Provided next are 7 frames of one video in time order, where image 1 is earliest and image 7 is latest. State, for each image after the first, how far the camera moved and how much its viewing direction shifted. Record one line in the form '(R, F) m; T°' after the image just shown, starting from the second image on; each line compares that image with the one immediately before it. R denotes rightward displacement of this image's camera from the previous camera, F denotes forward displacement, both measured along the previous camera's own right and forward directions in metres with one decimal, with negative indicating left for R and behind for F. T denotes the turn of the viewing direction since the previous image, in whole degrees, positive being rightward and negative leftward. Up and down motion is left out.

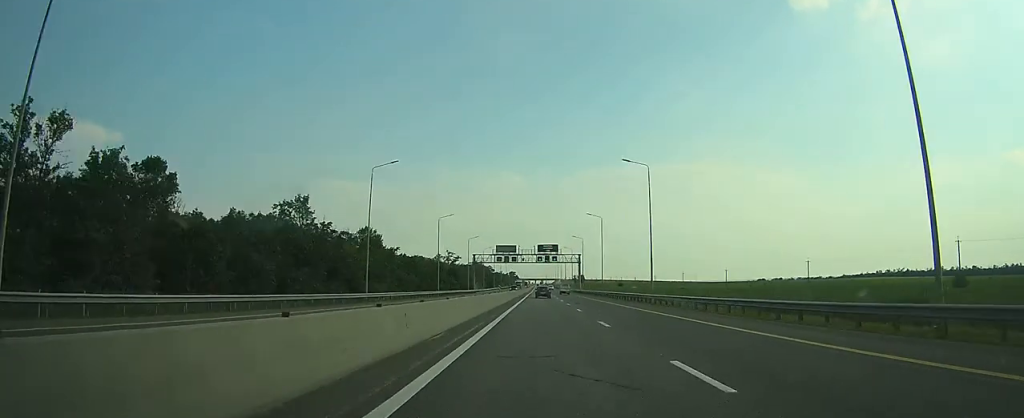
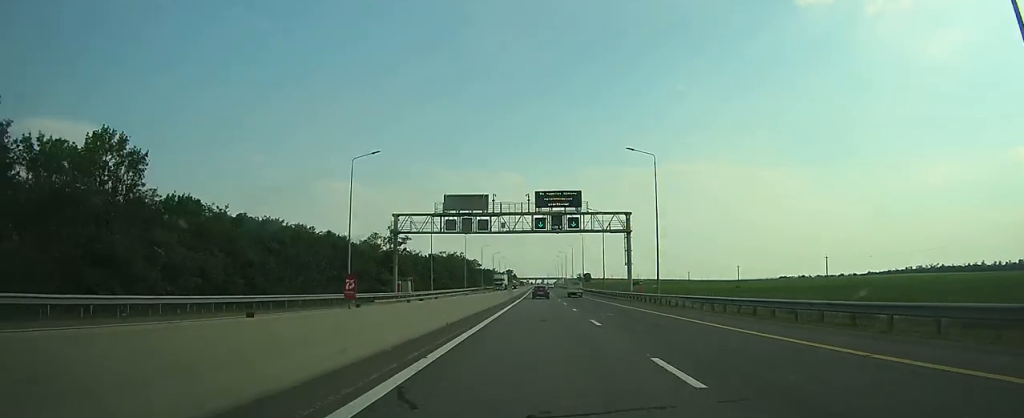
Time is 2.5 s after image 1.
(+0.3, +83.5) m; 0°
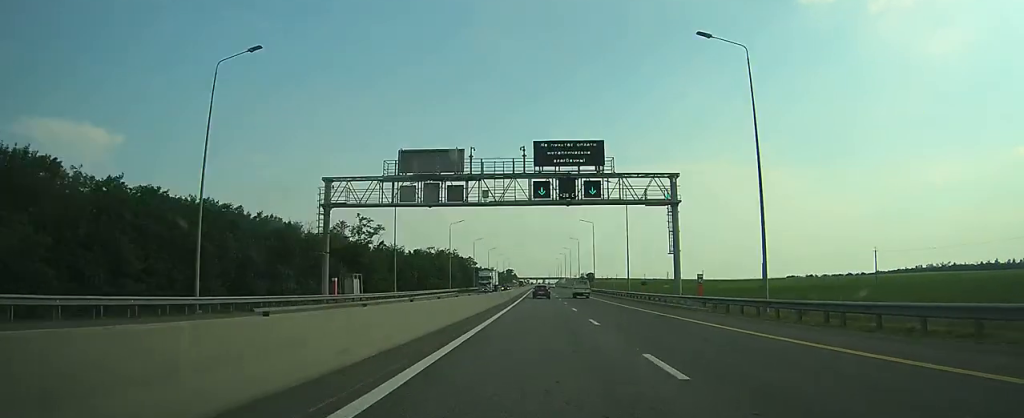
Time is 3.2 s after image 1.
(0.0, +23.3) m; 0°
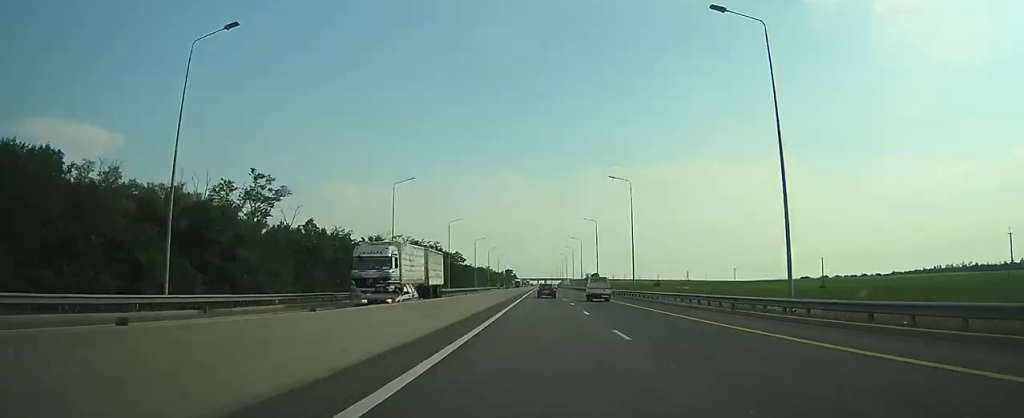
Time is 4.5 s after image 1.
(-0.1, +42.3) m; 0°
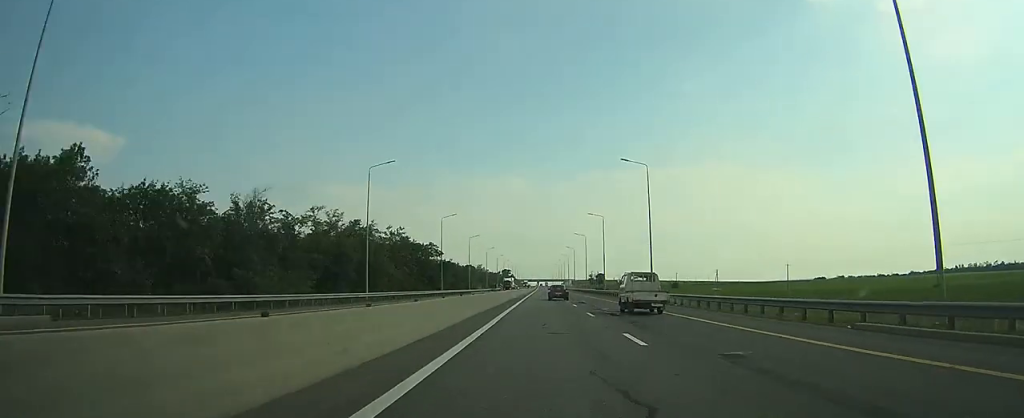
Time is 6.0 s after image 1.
(0.0, +49.3) m; 0°
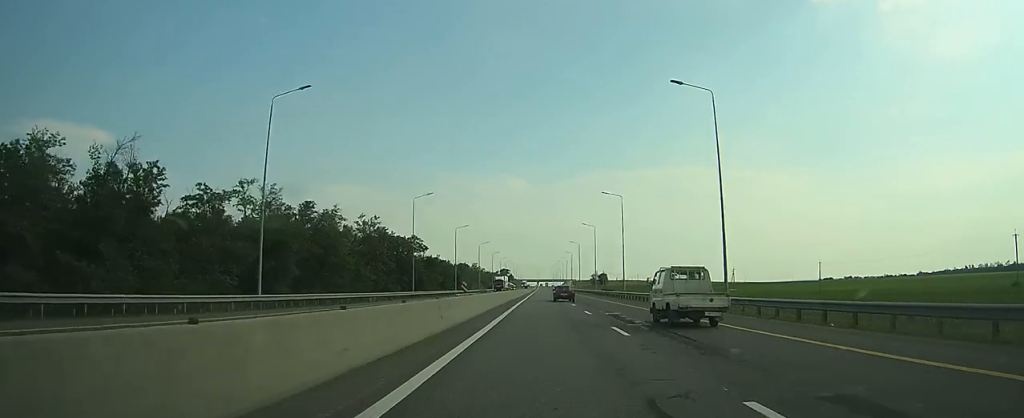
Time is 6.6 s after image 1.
(0.0, +21.4) m; 0°
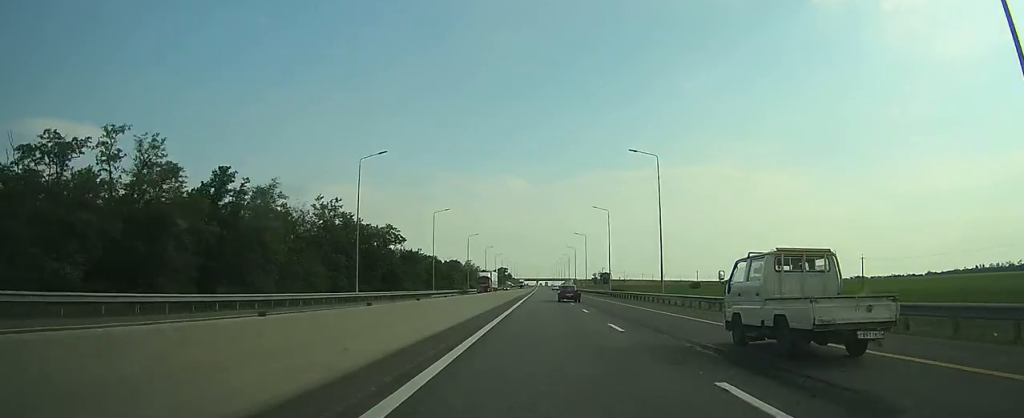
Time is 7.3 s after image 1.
(0.0, +22.6) m; 0°
